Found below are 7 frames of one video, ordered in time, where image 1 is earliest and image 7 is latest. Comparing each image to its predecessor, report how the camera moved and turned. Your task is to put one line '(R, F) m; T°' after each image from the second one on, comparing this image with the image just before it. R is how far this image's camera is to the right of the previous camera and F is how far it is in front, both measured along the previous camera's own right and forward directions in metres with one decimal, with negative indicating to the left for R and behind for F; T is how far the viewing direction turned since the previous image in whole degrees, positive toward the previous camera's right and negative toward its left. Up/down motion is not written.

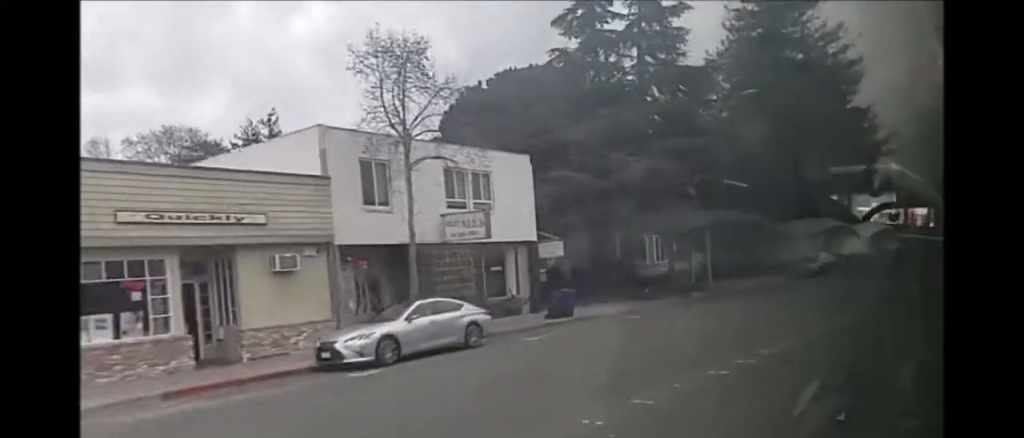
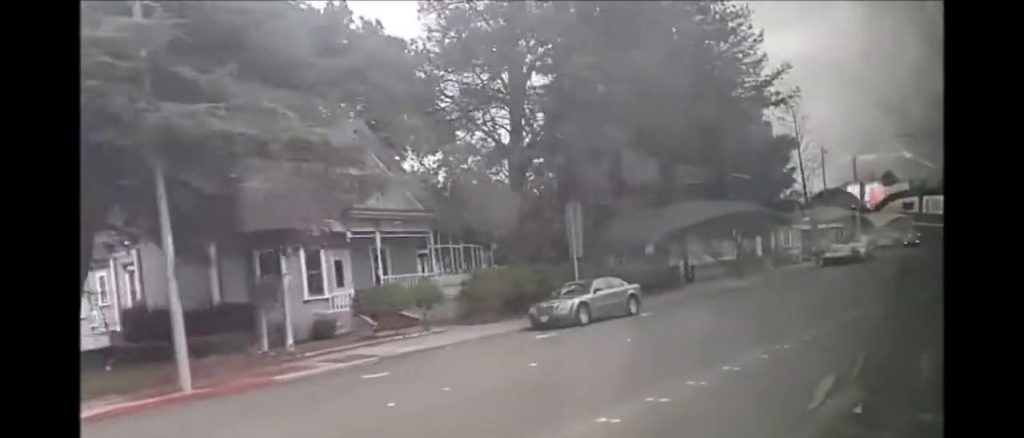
(0.0, +28.4) m; -2°
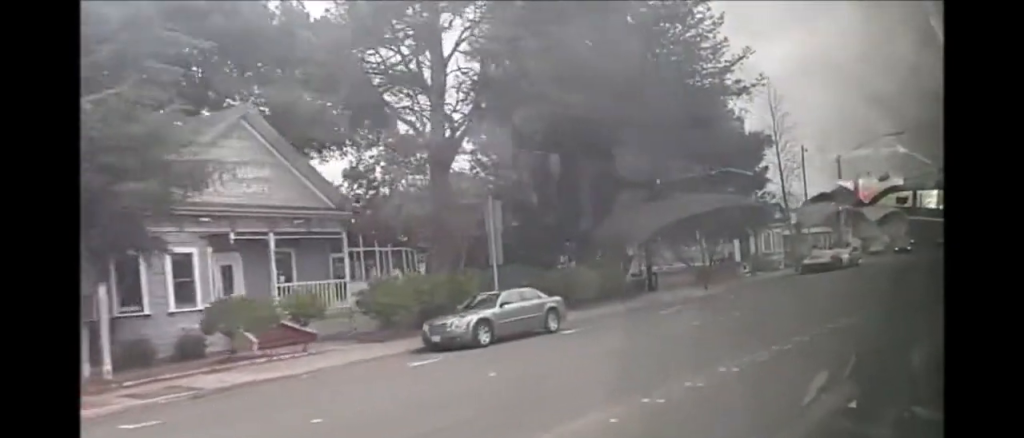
(-0.1, +4.9) m; 0°
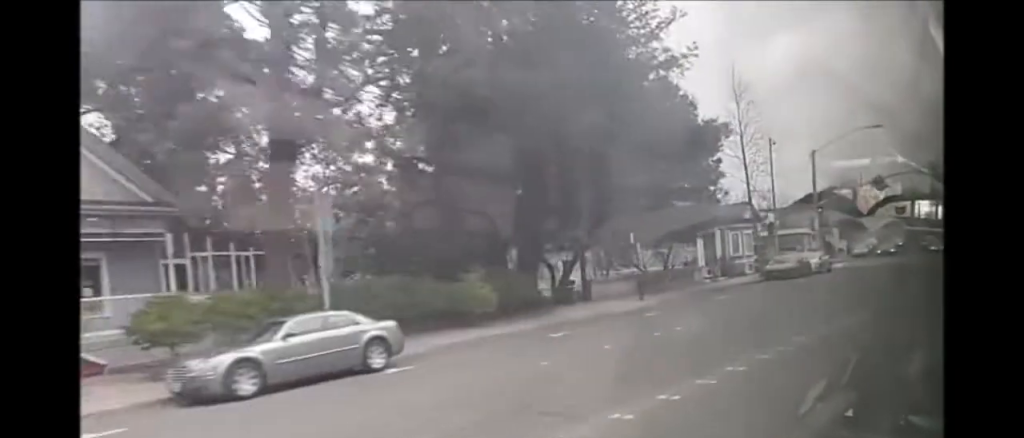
(+0.1, +6.9) m; 0°
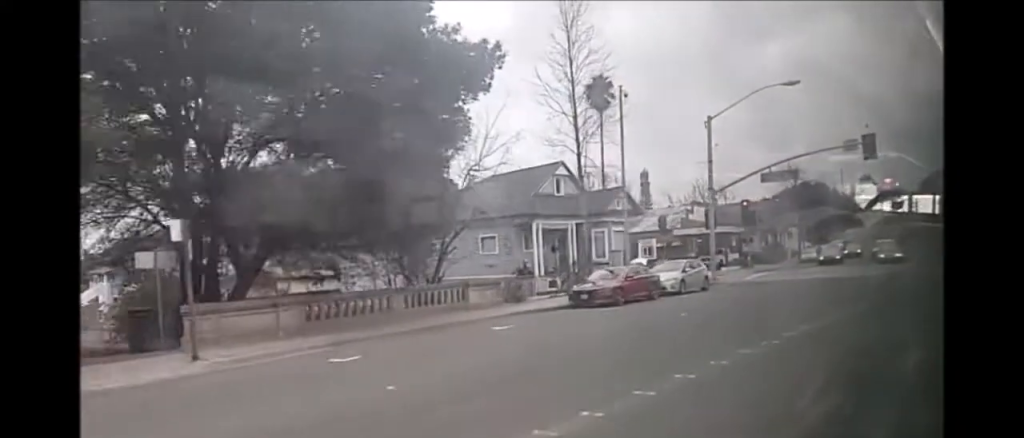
(+0.2, +20.8) m; +1°
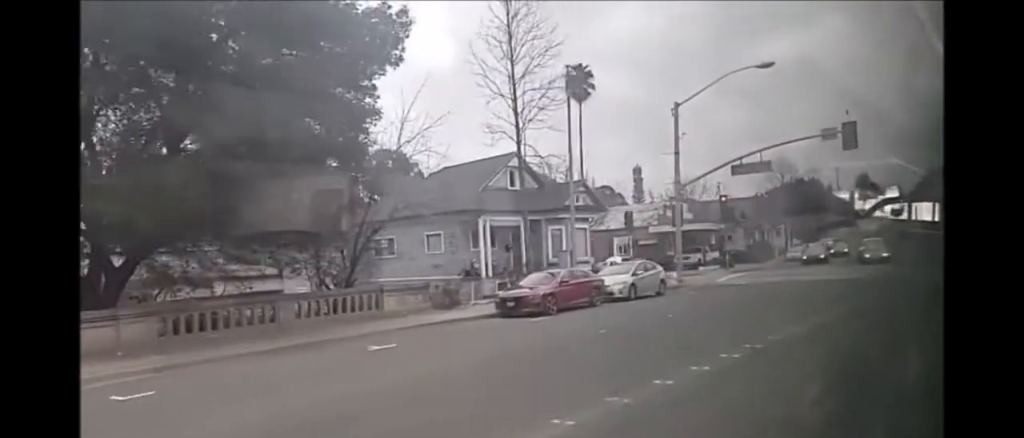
(0.0, +4.2) m; +1°
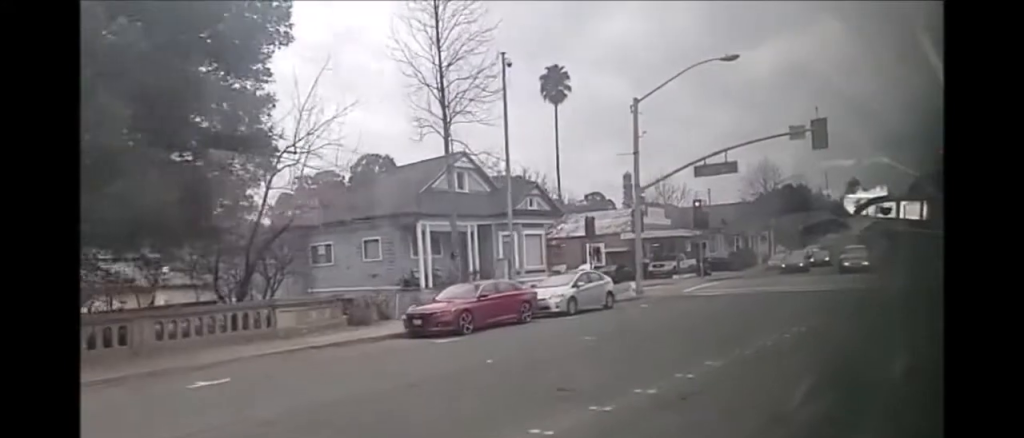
(0.0, +4.1) m; +2°
